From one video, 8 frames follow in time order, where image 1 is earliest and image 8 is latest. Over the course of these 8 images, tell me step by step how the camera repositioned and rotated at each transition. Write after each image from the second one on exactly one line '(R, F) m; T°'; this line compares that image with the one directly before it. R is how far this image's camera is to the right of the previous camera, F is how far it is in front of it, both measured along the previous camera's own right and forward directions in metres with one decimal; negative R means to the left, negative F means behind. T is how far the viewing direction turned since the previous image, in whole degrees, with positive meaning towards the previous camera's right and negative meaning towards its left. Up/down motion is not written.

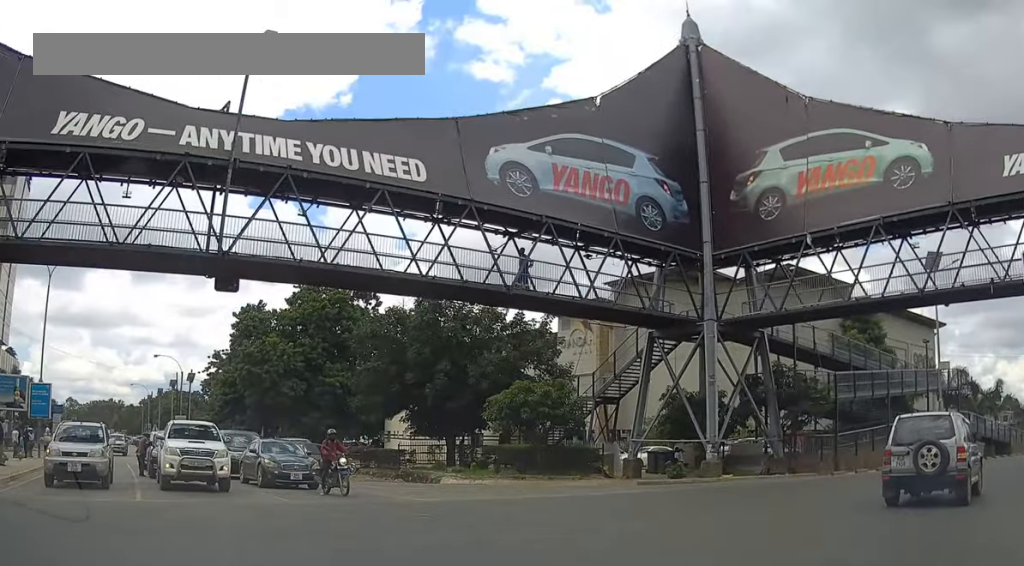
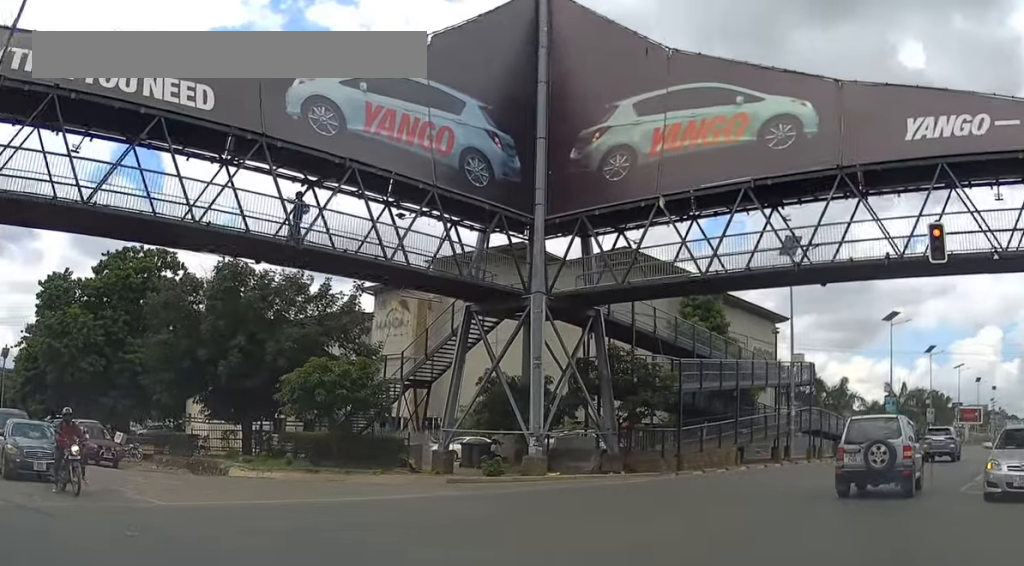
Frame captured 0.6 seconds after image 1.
(+0.3, +3.9) m; +12°
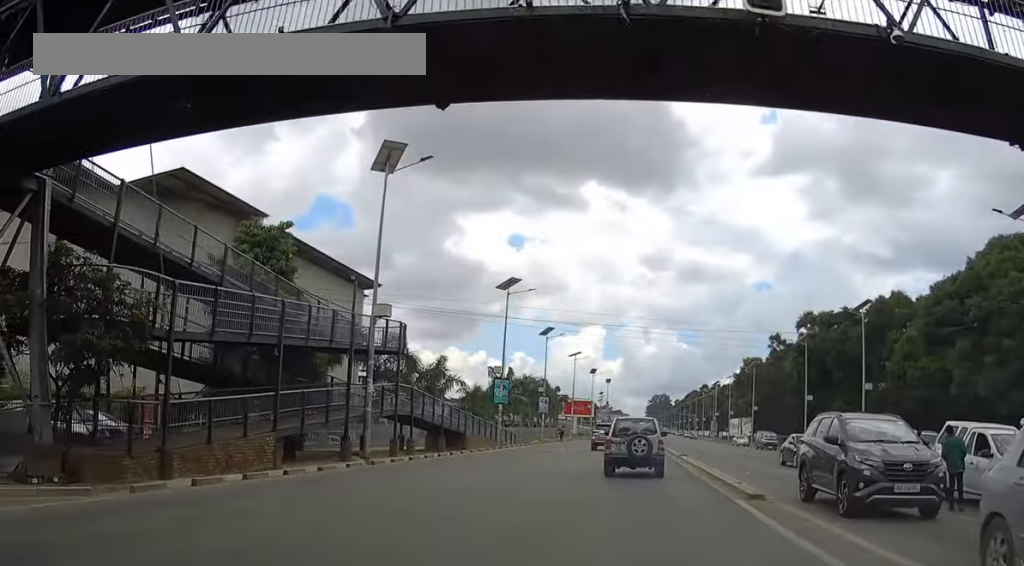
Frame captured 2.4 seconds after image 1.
(+3.3, +11.1) m; +28°
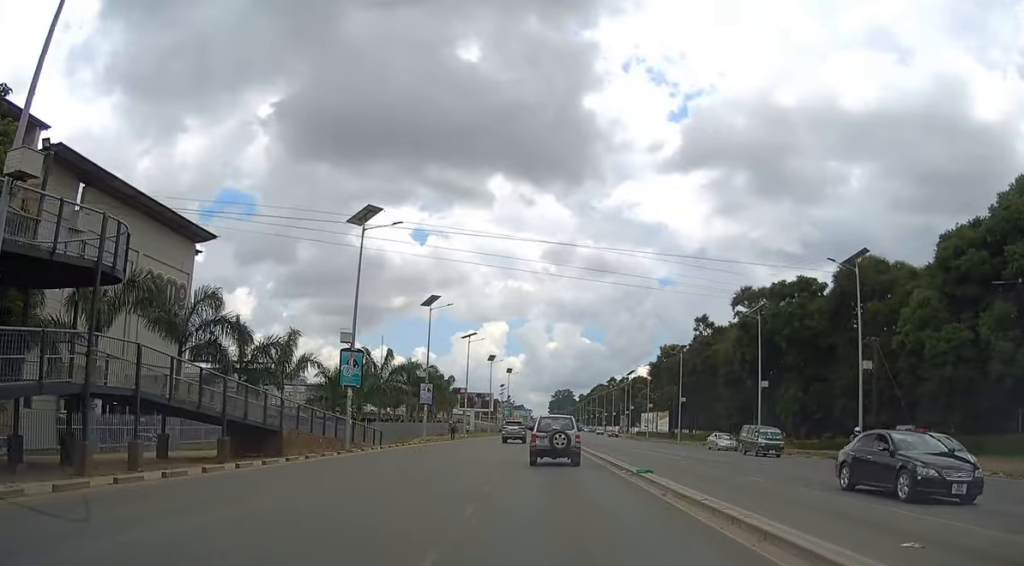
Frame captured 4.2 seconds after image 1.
(+1.9, +15.6) m; +12°
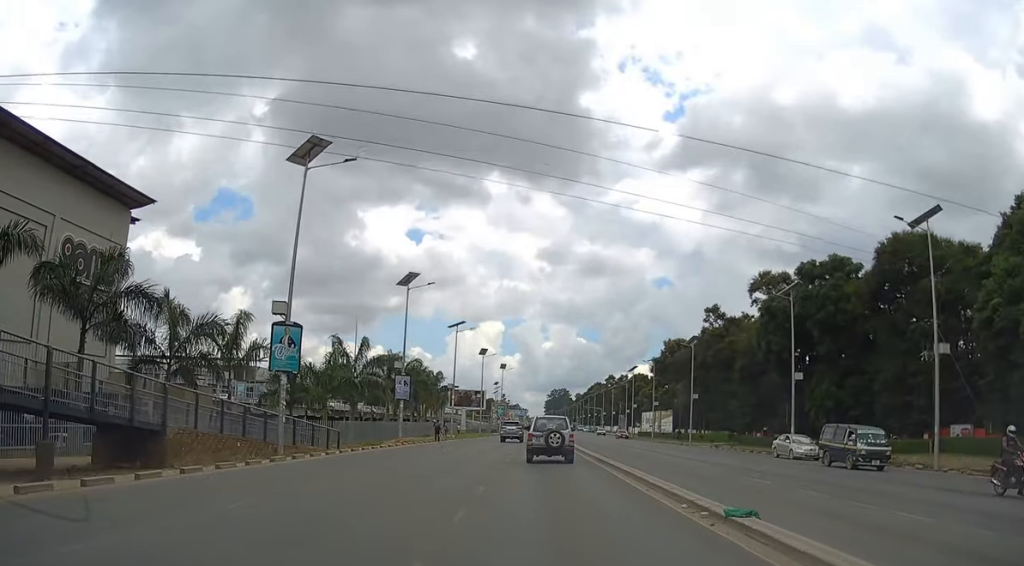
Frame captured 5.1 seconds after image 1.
(+0.4, +8.8) m; +1°
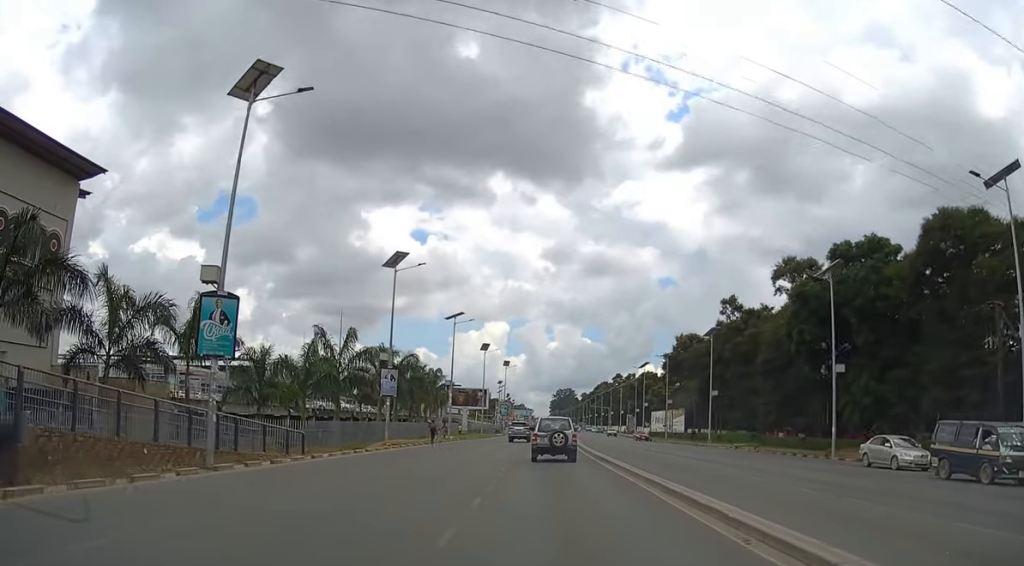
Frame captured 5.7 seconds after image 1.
(0.0, +6.4) m; -1°
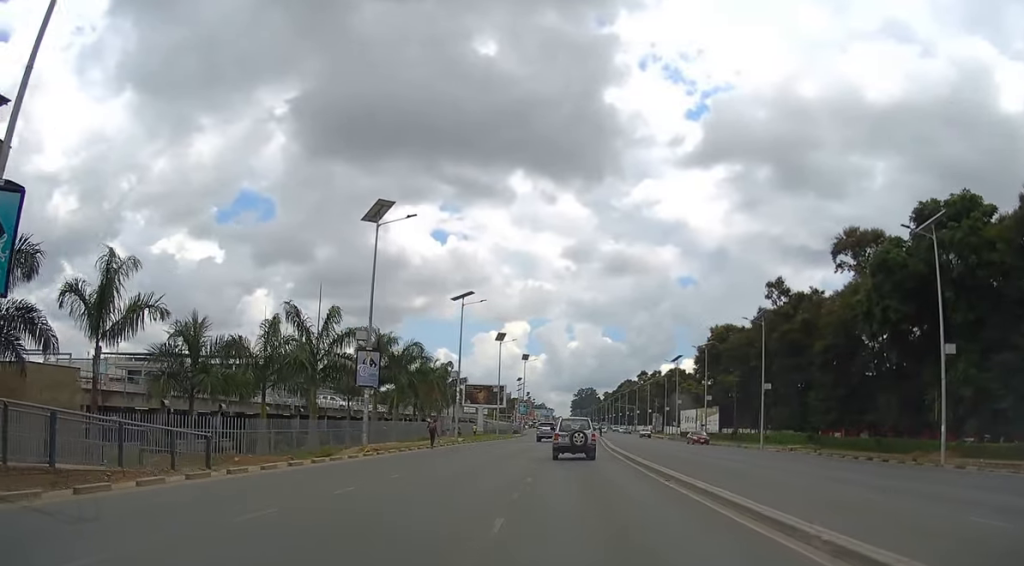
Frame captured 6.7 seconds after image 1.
(-0.2, +10.8) m; -1°
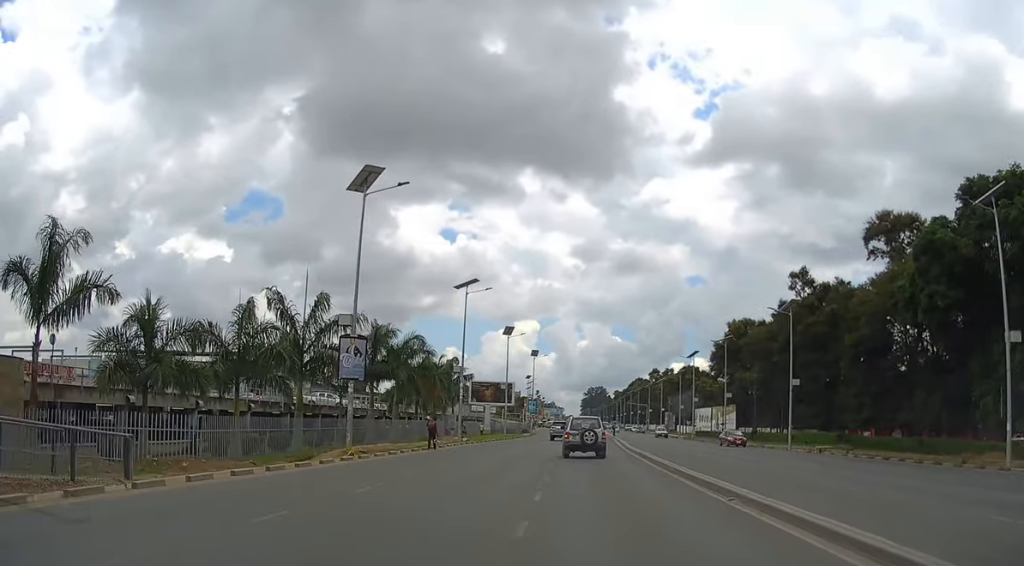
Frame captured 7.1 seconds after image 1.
(0.0, +4.8) m; 0°
